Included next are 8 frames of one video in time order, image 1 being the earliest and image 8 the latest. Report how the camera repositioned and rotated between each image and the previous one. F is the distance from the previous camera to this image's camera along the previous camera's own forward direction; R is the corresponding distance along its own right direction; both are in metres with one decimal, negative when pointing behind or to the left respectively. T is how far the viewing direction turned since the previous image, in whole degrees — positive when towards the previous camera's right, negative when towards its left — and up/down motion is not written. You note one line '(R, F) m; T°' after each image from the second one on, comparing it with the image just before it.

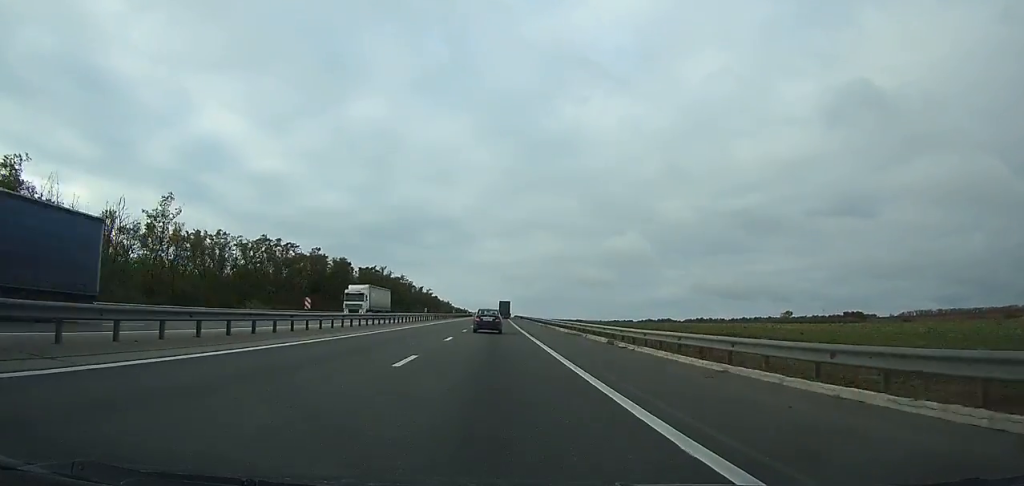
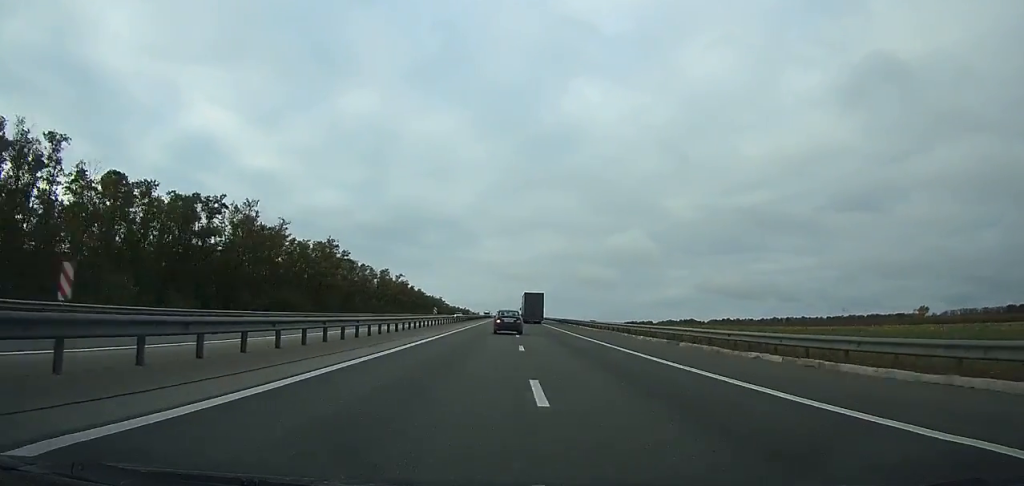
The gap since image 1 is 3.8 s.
(-0.9, +103.1) m; 0°
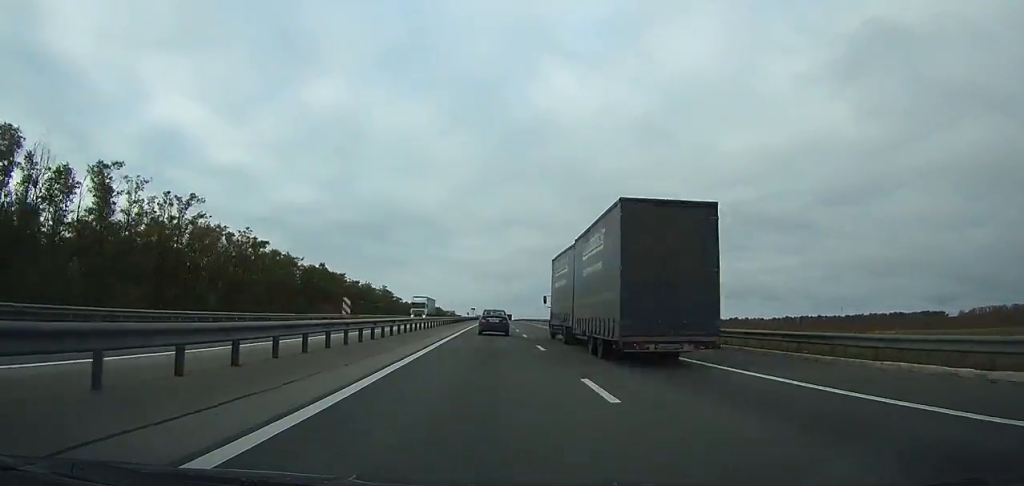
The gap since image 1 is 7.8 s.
(+1.0, +112.4) m; +1°
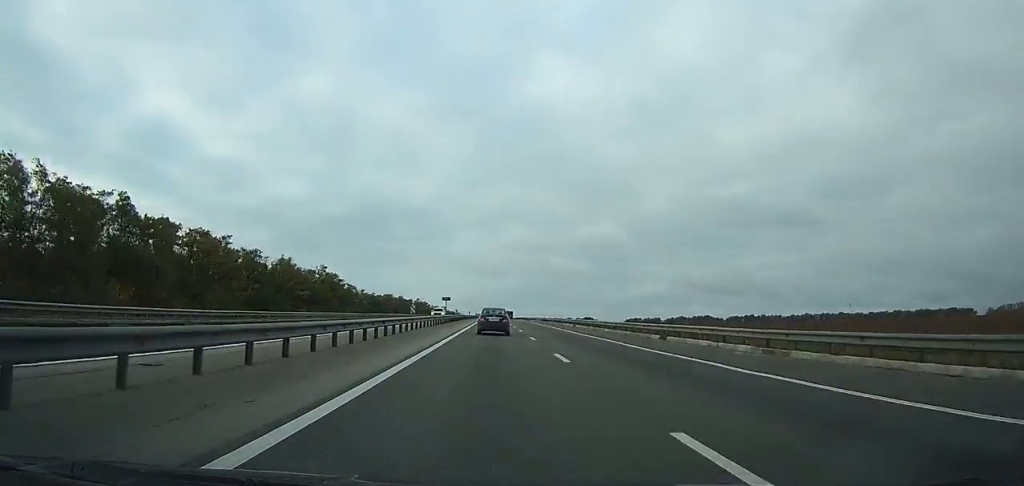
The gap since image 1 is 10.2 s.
(+0.6, +66.8) m; +1°
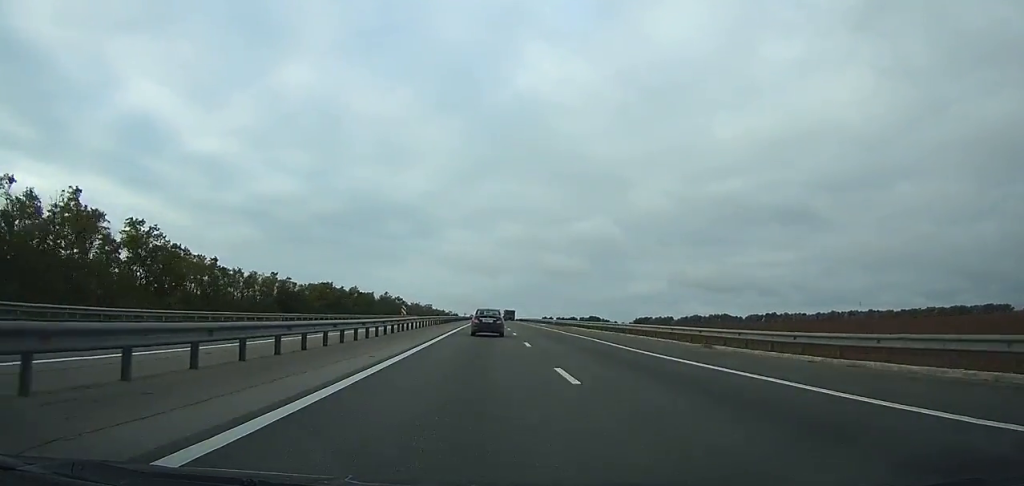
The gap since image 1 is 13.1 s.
(+0.3, +79.6) m; 0°
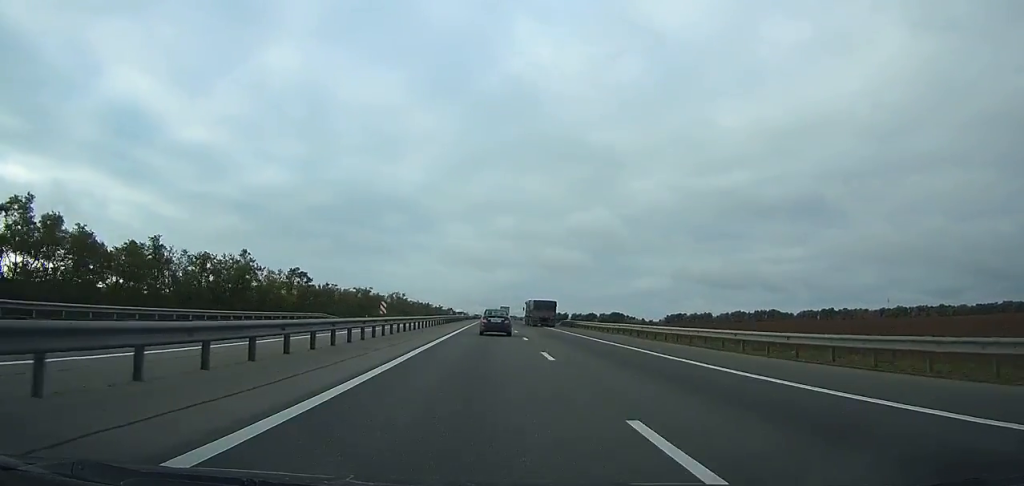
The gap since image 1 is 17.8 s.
(-0.5, +126.4) m; 0°
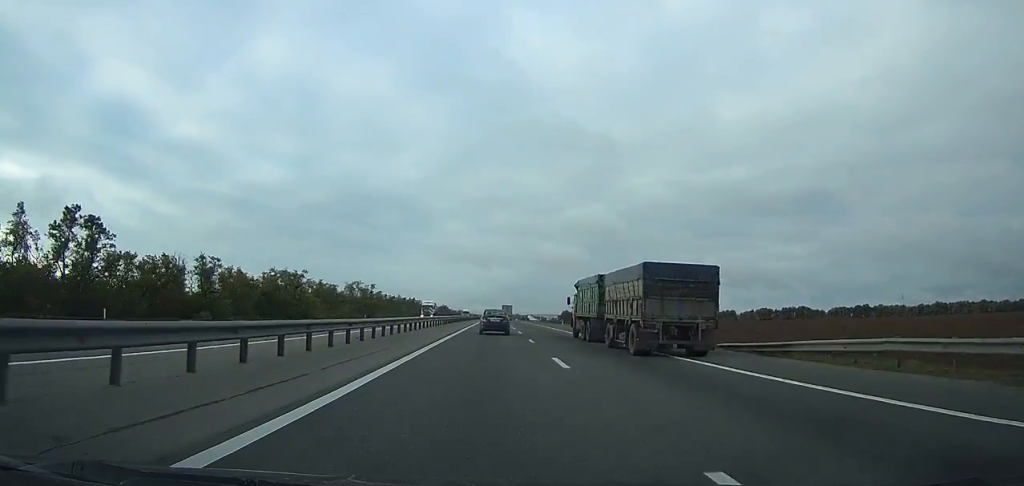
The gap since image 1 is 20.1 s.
(+0.1, +60.9) m; 0°
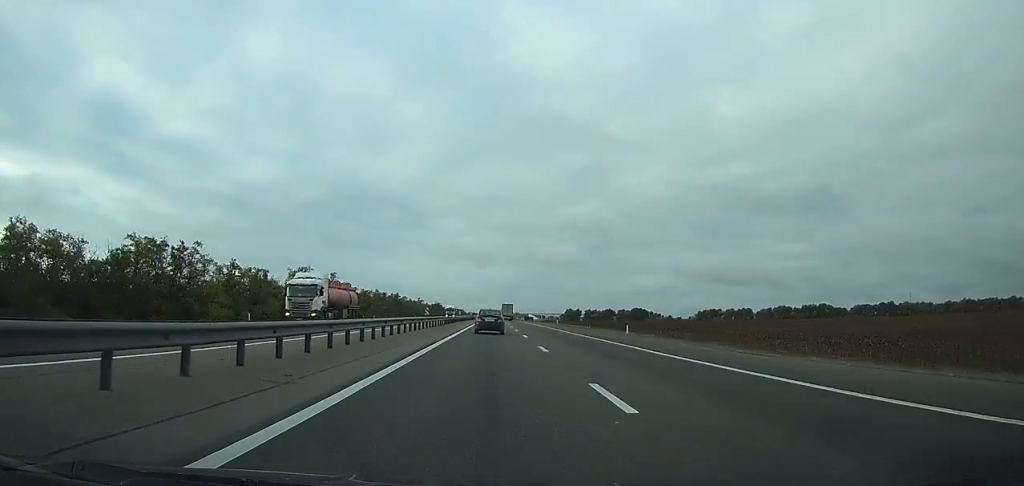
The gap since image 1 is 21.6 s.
(0.0, +40.1) m; 0°
